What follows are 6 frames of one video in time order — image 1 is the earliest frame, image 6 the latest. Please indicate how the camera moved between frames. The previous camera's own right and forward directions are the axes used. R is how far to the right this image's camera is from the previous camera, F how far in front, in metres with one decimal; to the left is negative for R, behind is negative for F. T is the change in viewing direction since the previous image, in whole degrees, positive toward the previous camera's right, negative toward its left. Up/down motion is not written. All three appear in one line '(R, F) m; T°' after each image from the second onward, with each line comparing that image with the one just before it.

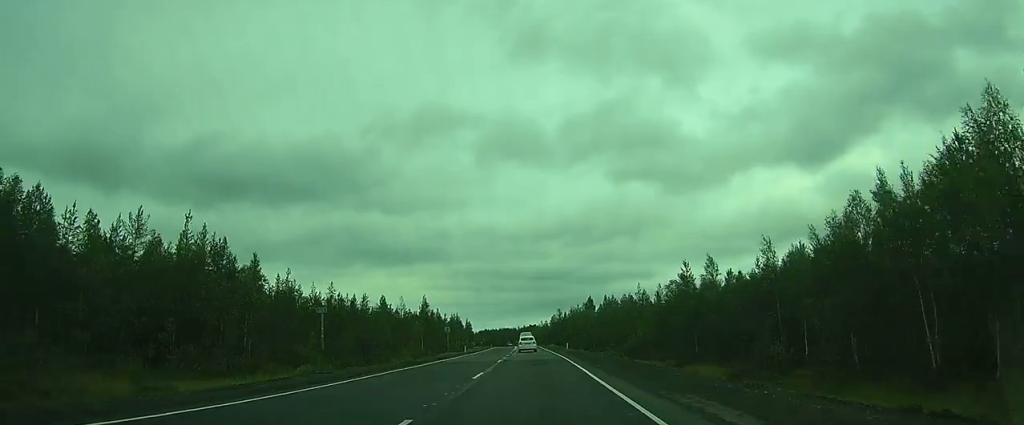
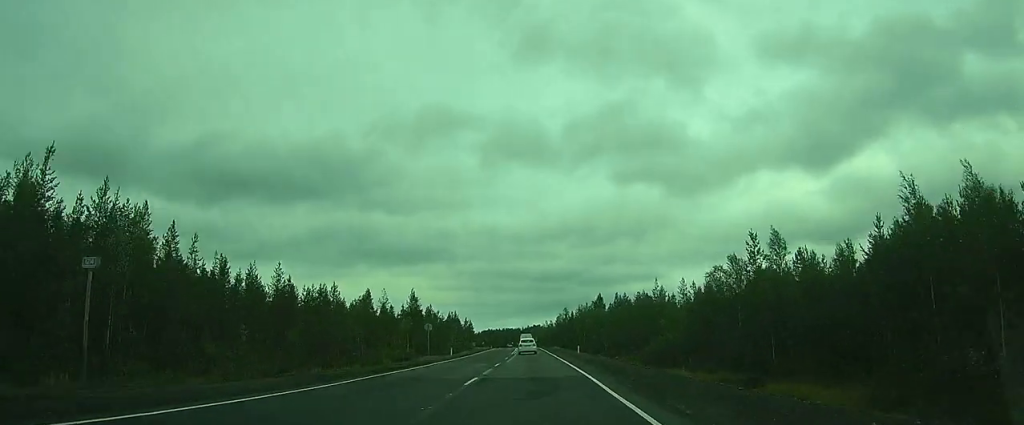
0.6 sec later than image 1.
(+0.2, +13.6) m; 0°
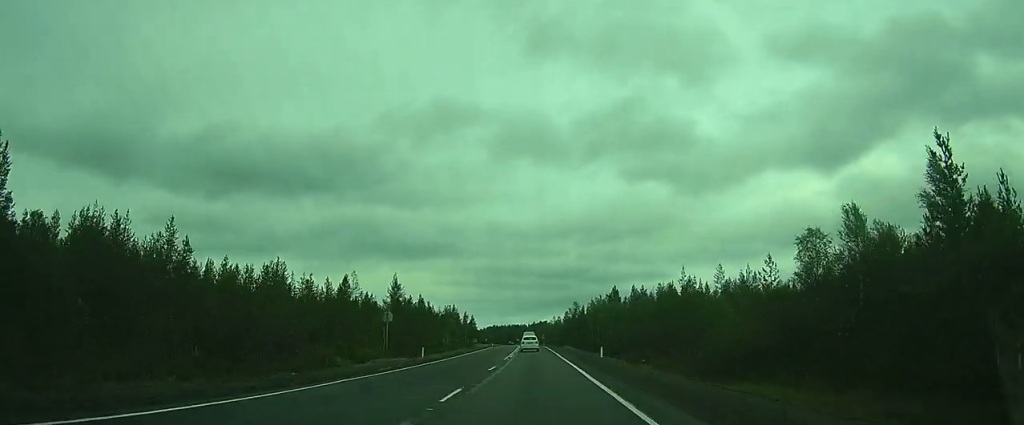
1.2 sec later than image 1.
(-0.1, +16.1) m; -1°
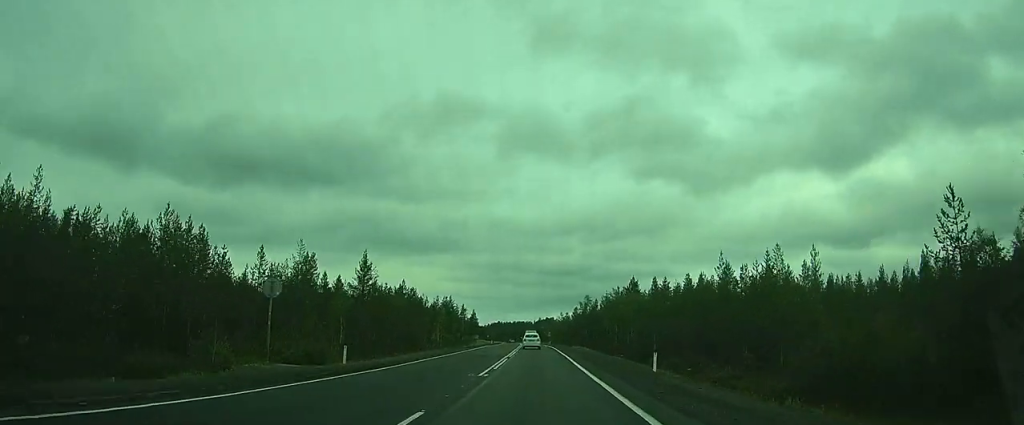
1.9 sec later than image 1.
(-0.1, +16.9) m; -1°
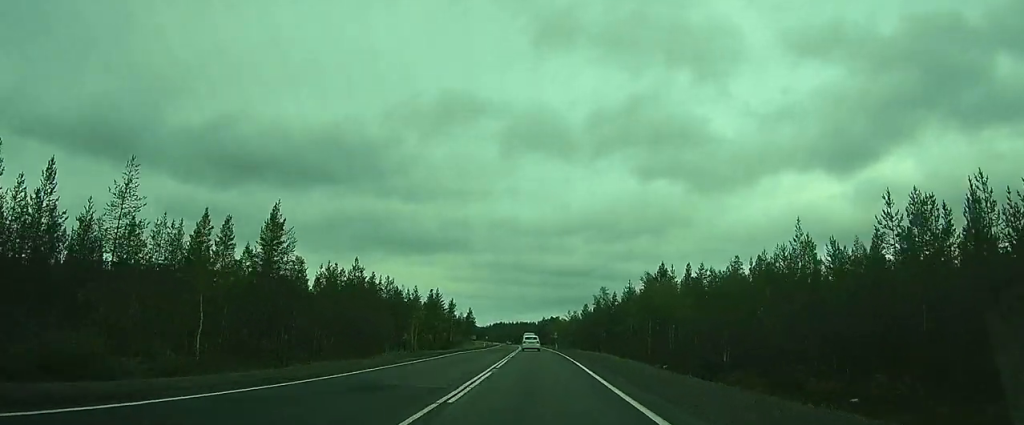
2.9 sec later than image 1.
(-0.2, +23.4) m; 0°
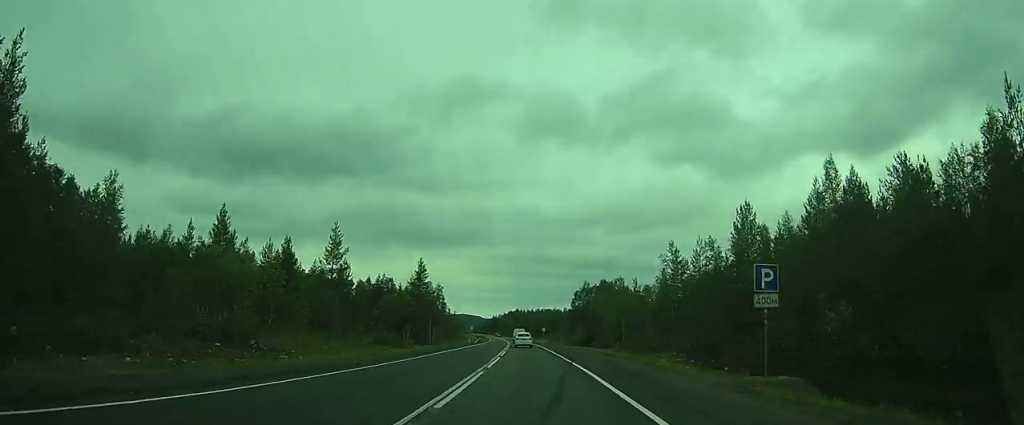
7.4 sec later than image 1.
(-2.0, +108.1) m; -4°
